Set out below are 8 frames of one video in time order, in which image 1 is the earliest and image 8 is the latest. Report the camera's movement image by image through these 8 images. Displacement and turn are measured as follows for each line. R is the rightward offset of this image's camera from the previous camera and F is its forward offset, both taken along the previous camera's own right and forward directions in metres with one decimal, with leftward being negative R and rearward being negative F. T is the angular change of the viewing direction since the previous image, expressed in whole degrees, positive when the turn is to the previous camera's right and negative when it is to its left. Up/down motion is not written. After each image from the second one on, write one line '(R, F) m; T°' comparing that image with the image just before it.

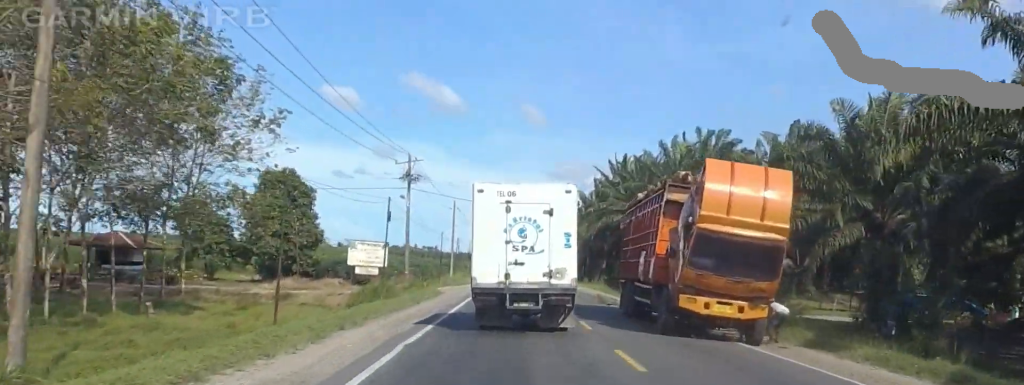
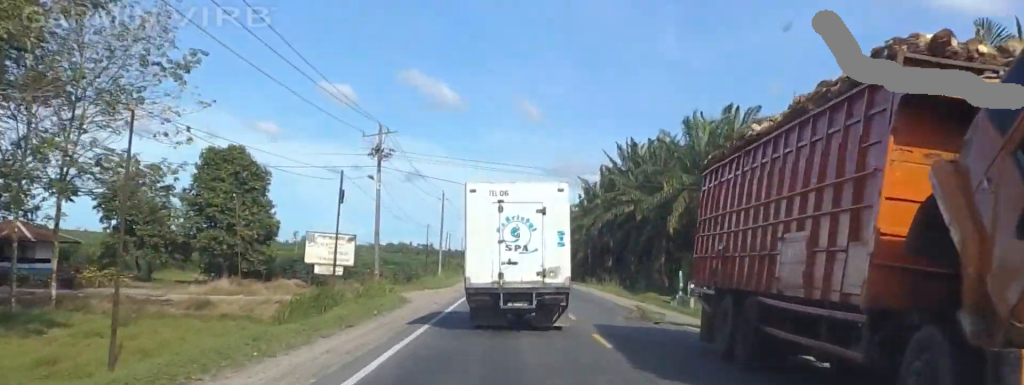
(0.0, +12.7) m; 0°
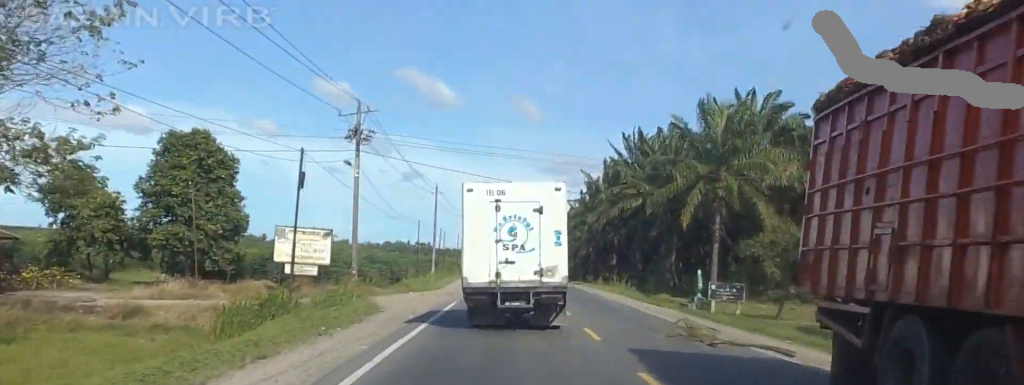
(0.0, +6.6) m; 0°
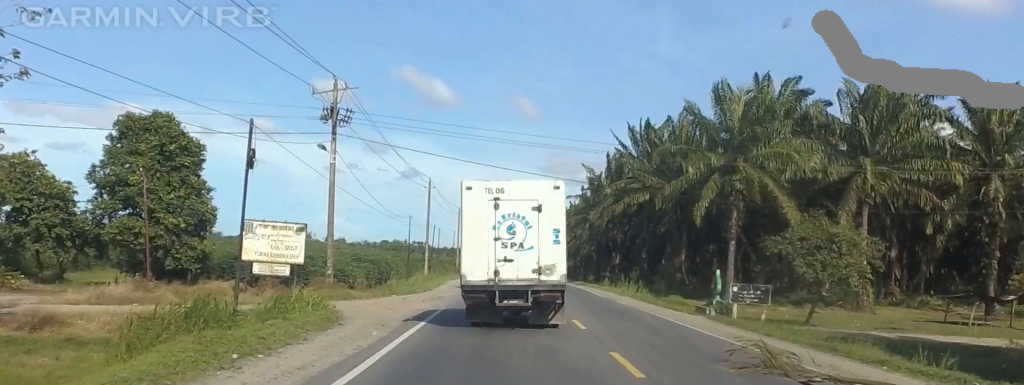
(0.0, +5.5) m; 0°
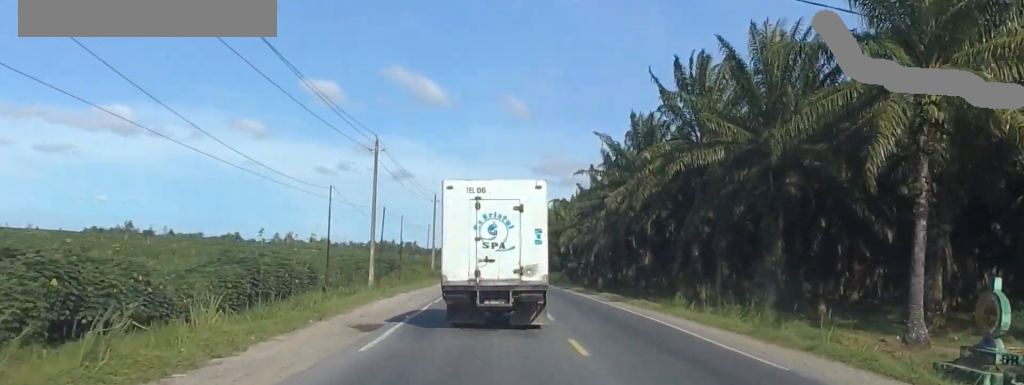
(+0.2, +29.4) m; +2°
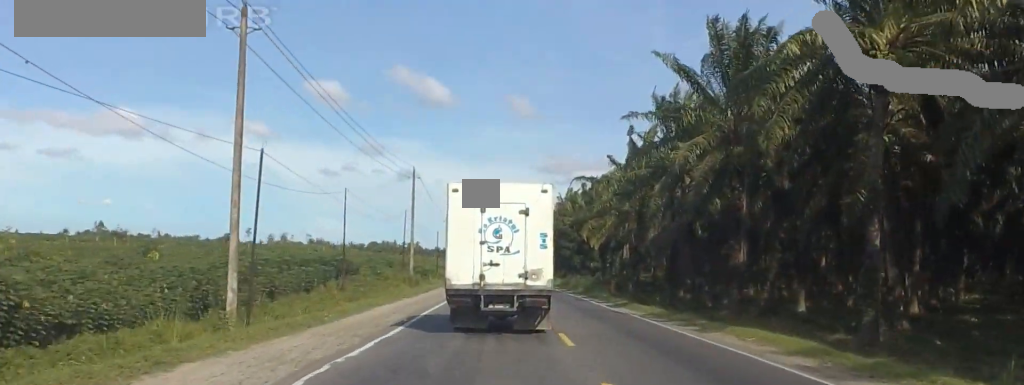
(+0.2, +29.8) m; -1°
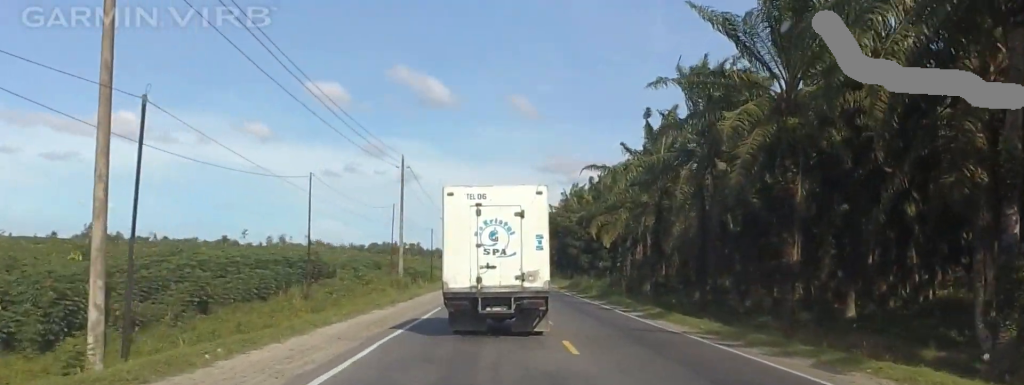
(-0.2, +9.1) m; -1°
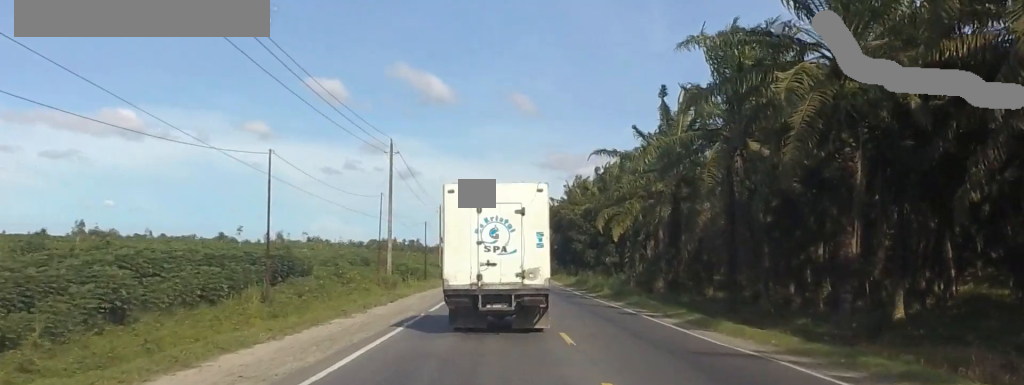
(0.0, +6.8) m; 0°
